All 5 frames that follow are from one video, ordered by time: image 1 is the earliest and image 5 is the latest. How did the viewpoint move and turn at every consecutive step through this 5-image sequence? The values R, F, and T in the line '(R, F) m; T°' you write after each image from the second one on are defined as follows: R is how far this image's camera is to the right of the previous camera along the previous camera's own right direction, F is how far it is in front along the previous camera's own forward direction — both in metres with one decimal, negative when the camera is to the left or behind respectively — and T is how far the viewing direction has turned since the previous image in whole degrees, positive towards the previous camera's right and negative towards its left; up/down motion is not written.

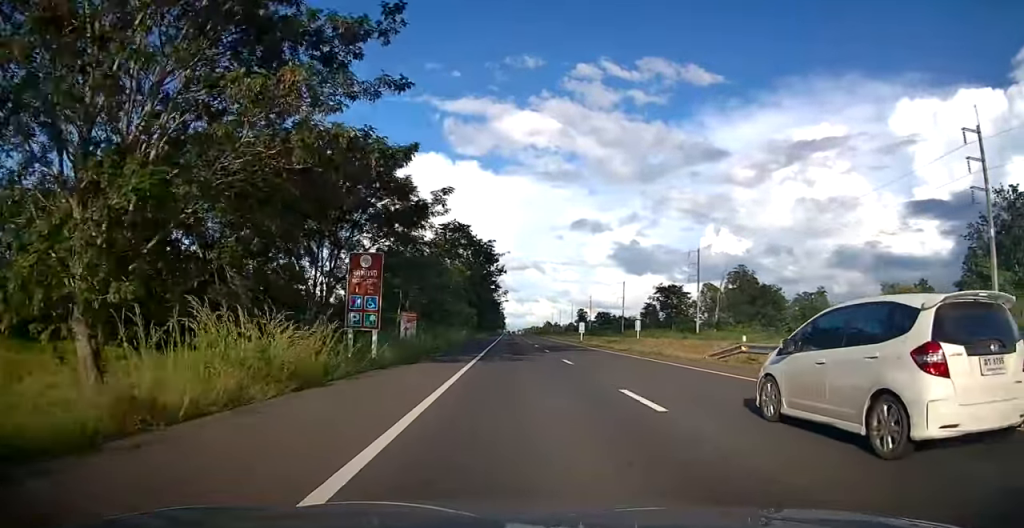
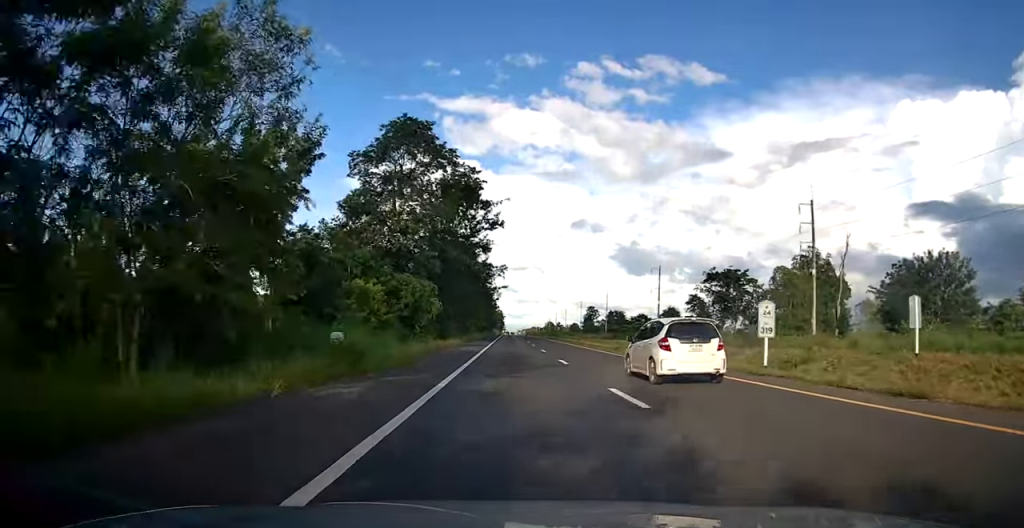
(-0.4, +47.9) m; -1°
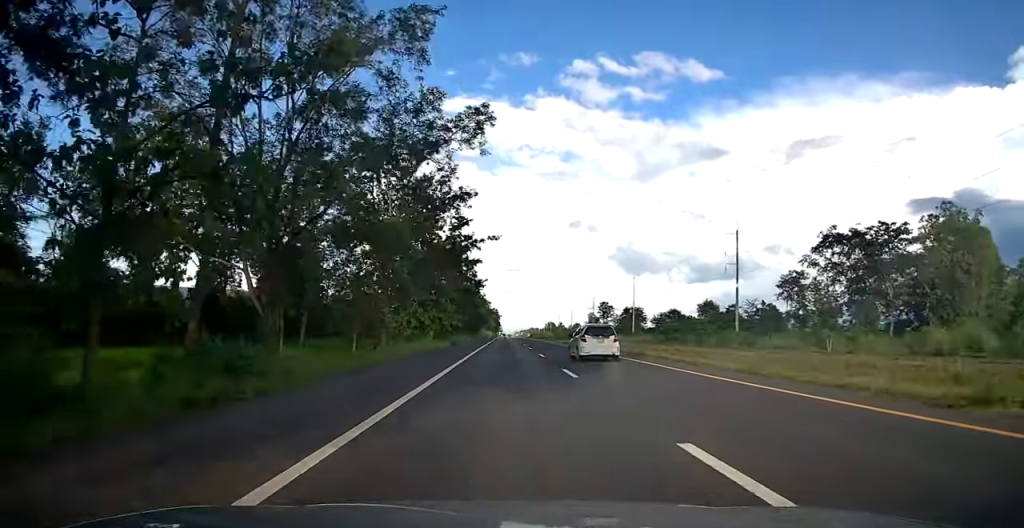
(-0.4, +54.1) m; +1°
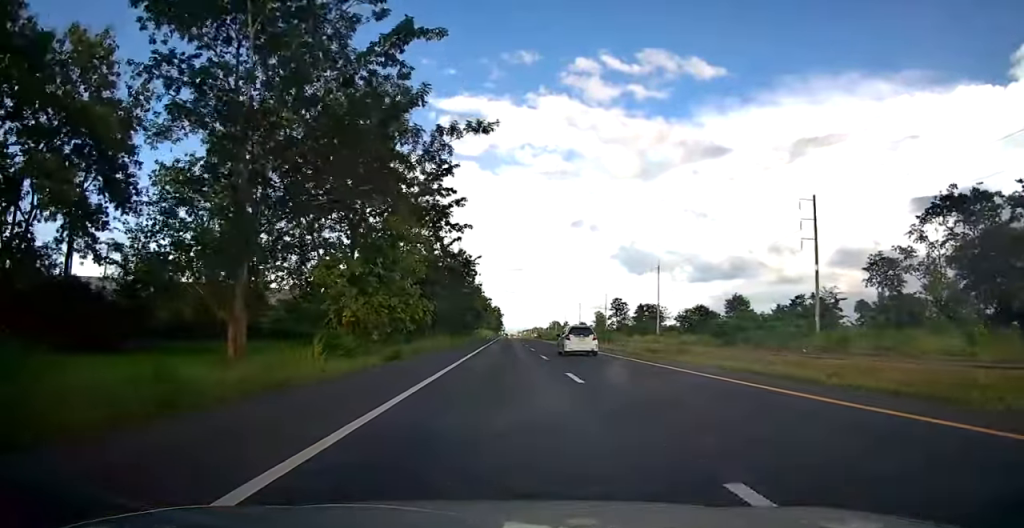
(+0.3, +25.9) m; +1°
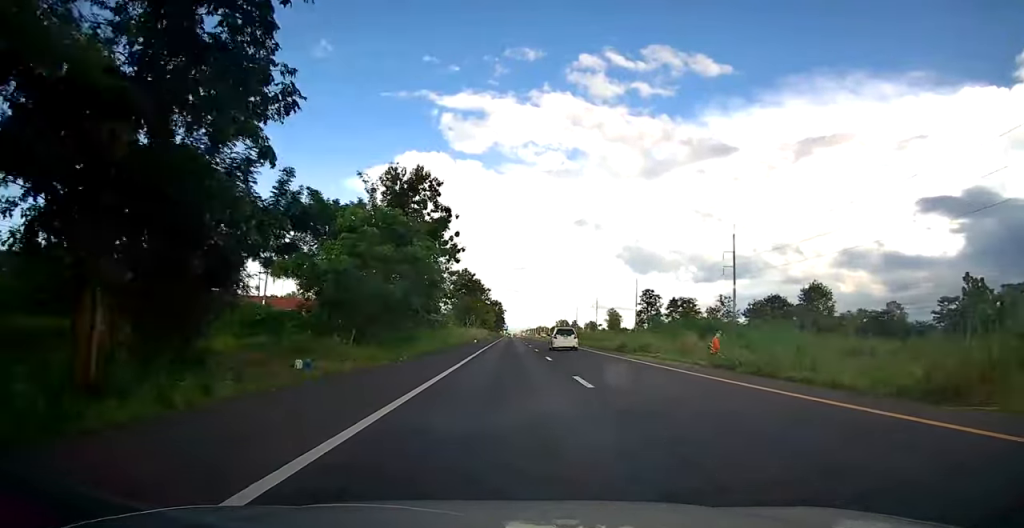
(-1.0, +49.3) m; -1°
